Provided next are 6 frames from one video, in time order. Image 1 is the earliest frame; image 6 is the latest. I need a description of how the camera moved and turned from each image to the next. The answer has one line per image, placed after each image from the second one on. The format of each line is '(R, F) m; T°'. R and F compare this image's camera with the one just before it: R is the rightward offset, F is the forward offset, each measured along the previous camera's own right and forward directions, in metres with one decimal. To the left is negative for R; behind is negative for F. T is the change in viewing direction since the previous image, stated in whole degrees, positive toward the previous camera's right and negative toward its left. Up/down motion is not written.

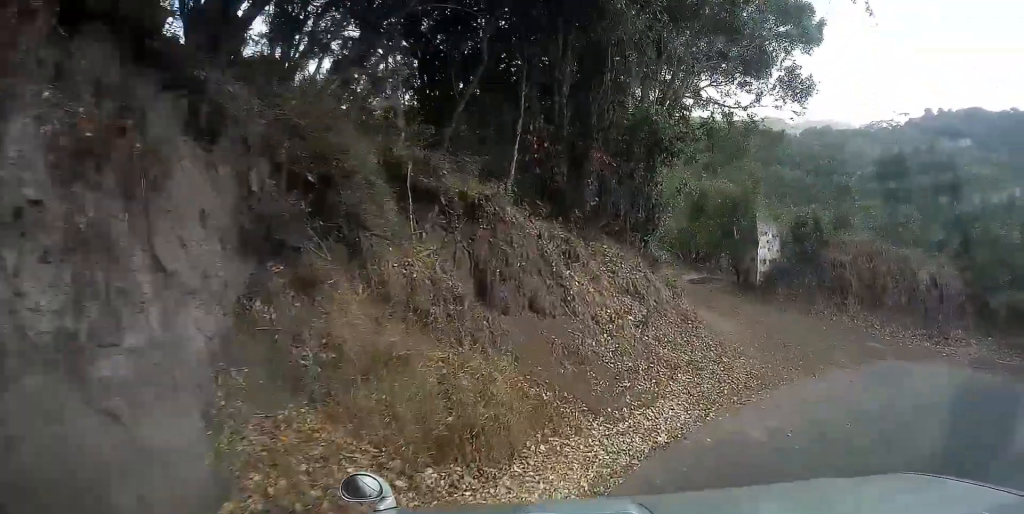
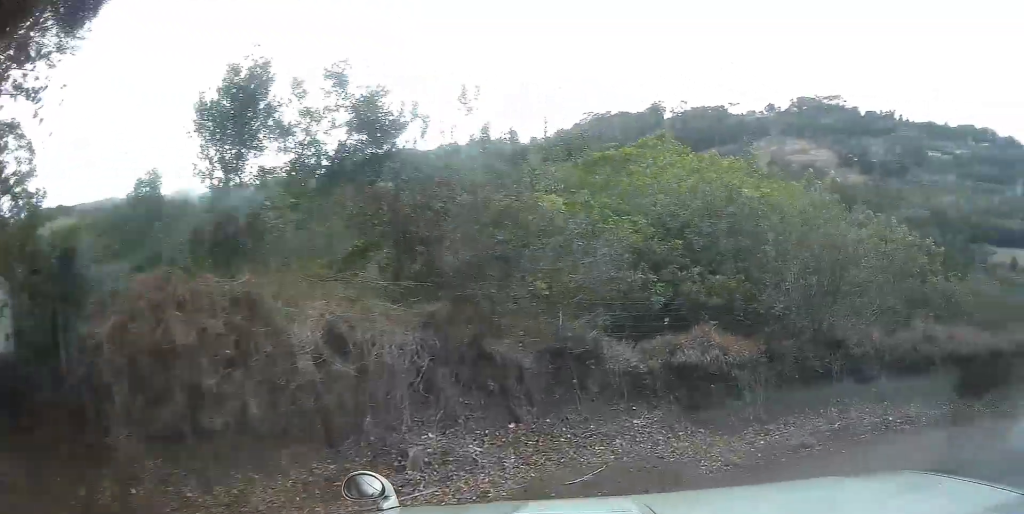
(+1.8, +6.3) m; +61°
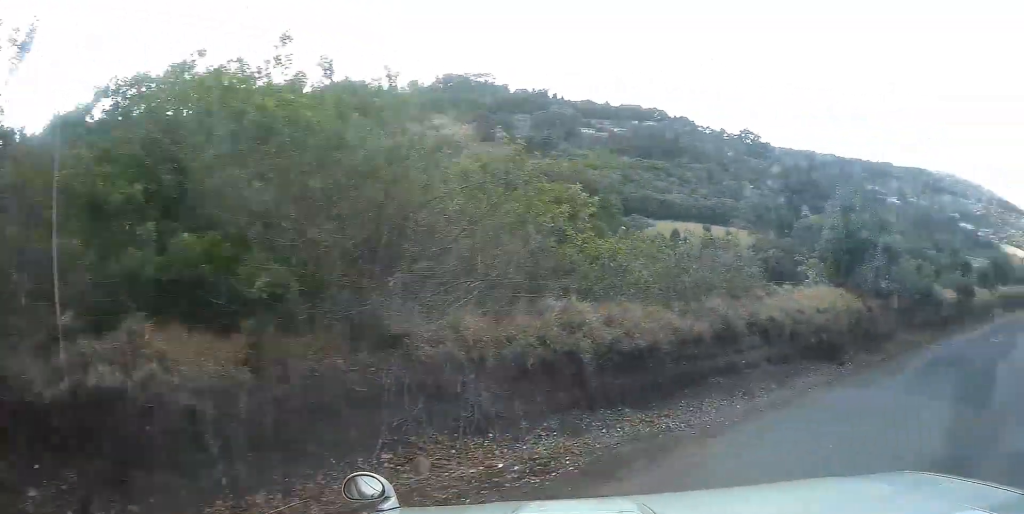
(+1.3, +2.4) m; +38°
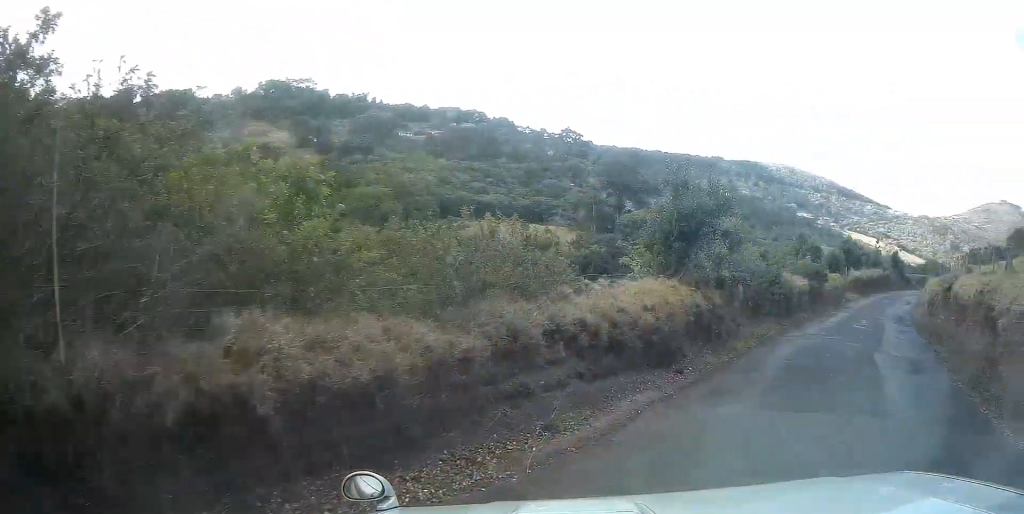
(+0.4, +2.0) m; +13°
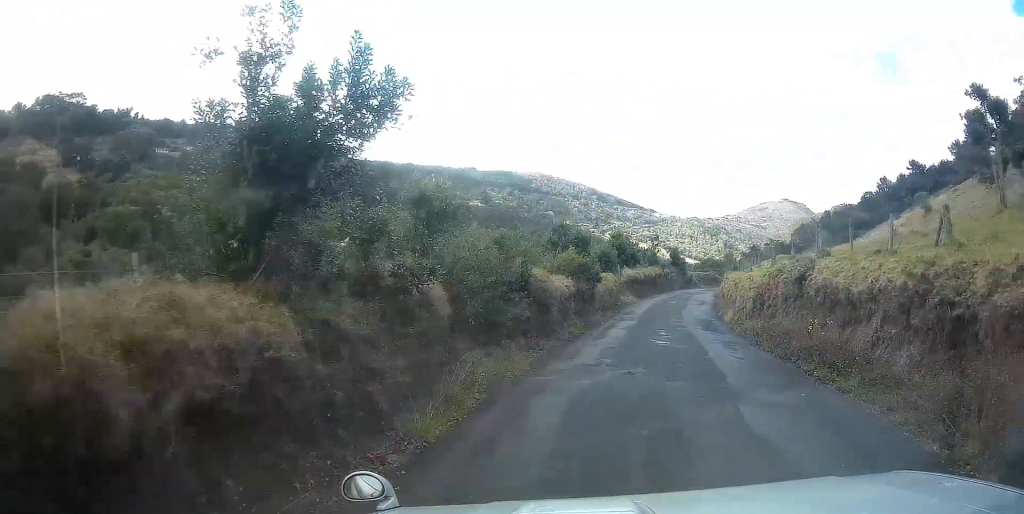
(+1.2, +7.0) m; +12°
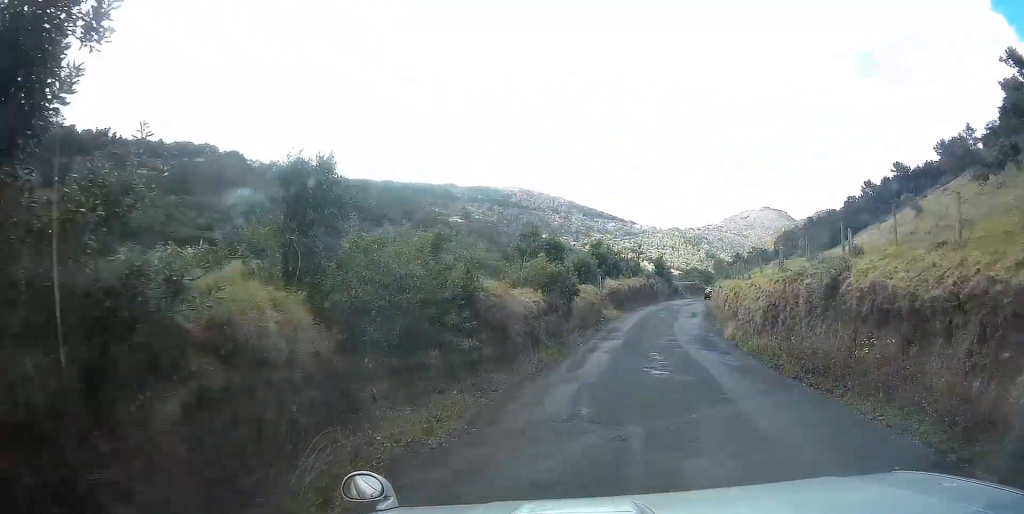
(+0.1, +3.6) m; +1°
